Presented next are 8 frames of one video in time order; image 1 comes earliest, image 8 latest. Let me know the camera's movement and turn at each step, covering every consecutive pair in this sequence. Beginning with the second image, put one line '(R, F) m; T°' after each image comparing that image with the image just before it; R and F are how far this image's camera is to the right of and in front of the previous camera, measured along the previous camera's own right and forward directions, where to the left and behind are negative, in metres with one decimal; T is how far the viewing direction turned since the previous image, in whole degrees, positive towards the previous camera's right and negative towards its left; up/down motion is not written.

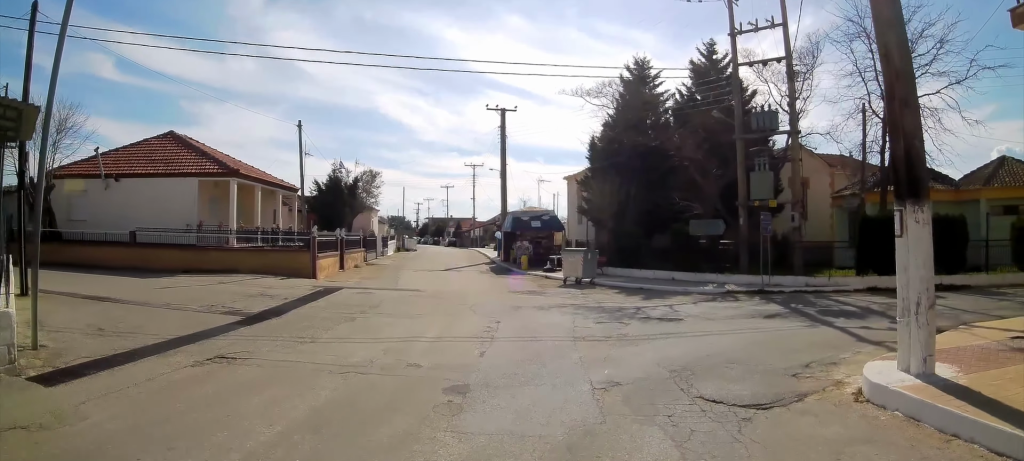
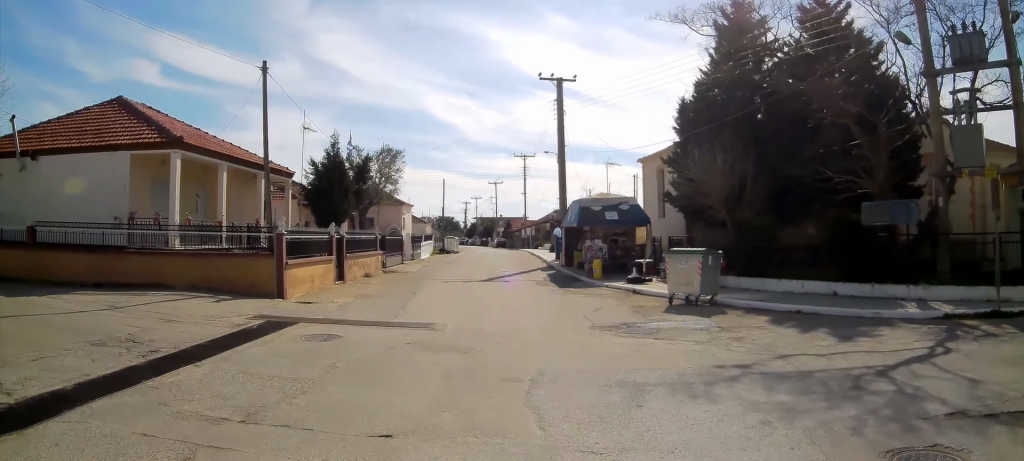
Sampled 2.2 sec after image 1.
(-0.1, +11.9) m; -3°
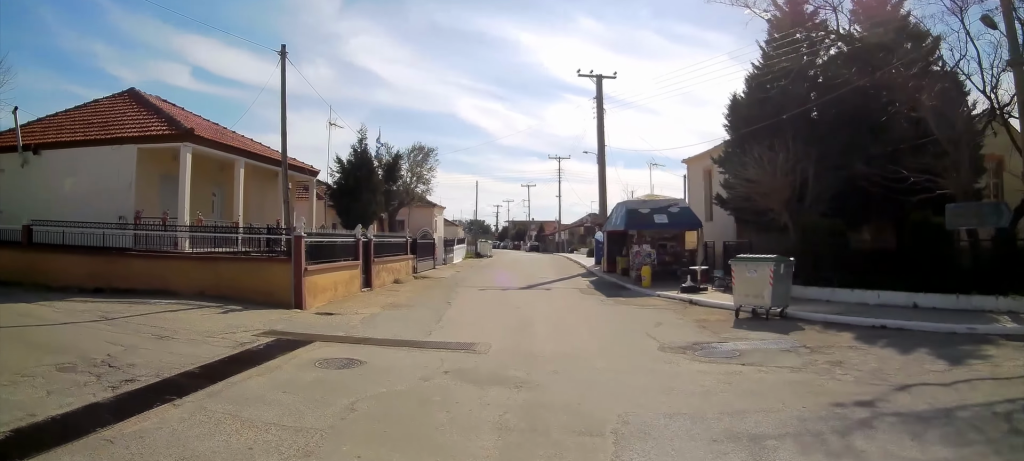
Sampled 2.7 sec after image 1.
(-0.1, +2.2) m; -2°
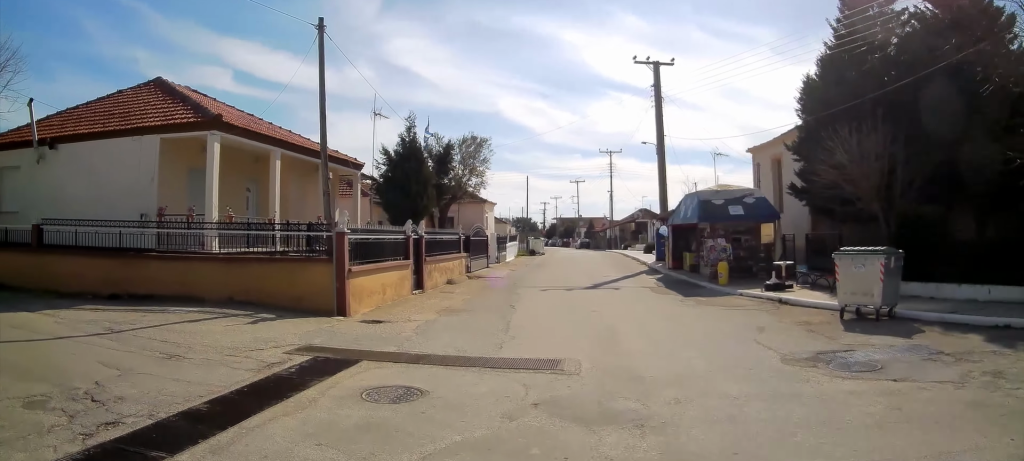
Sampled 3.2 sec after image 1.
(0.0, +2.2) m; -5°
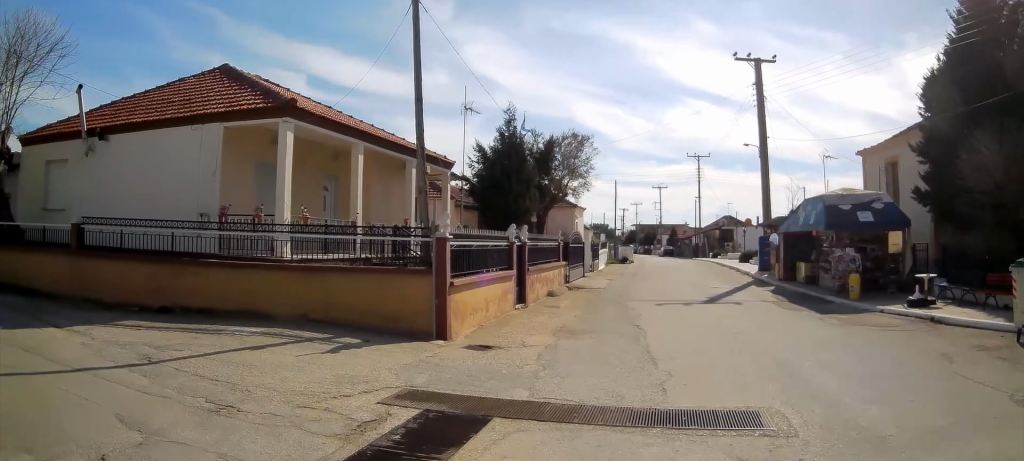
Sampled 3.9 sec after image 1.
(+0.2, +2.4) m; -8°
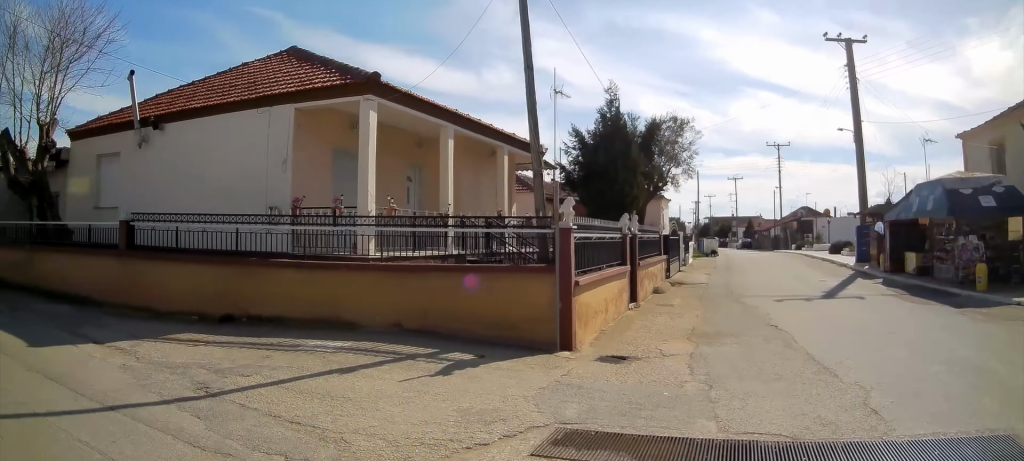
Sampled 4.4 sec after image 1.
(-0.4, +1.8) m; -9°
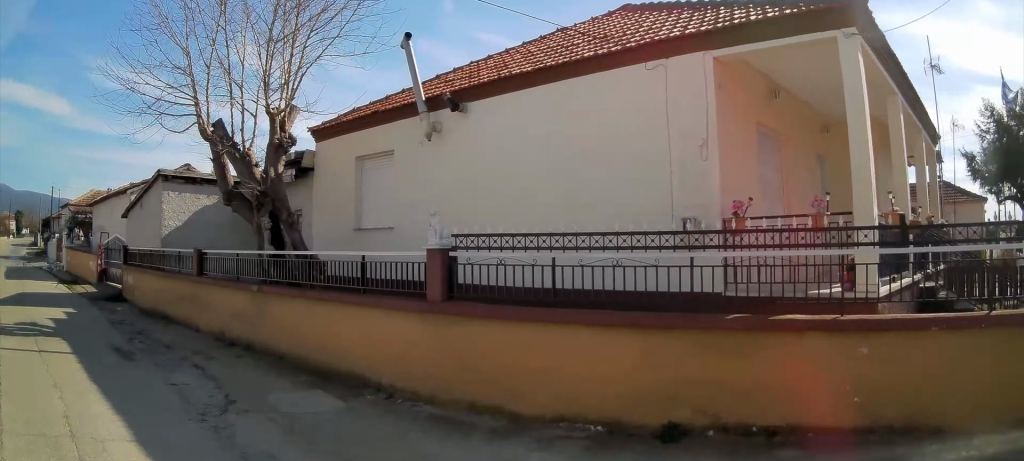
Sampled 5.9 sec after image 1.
(-1.0, +5.5) m; -24°
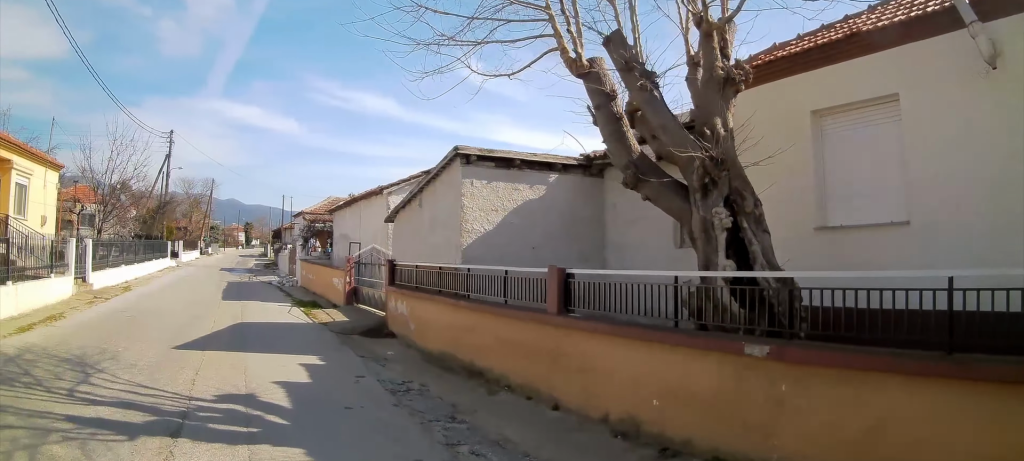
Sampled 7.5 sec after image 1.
(-1.7, +5.6) m; -29°
